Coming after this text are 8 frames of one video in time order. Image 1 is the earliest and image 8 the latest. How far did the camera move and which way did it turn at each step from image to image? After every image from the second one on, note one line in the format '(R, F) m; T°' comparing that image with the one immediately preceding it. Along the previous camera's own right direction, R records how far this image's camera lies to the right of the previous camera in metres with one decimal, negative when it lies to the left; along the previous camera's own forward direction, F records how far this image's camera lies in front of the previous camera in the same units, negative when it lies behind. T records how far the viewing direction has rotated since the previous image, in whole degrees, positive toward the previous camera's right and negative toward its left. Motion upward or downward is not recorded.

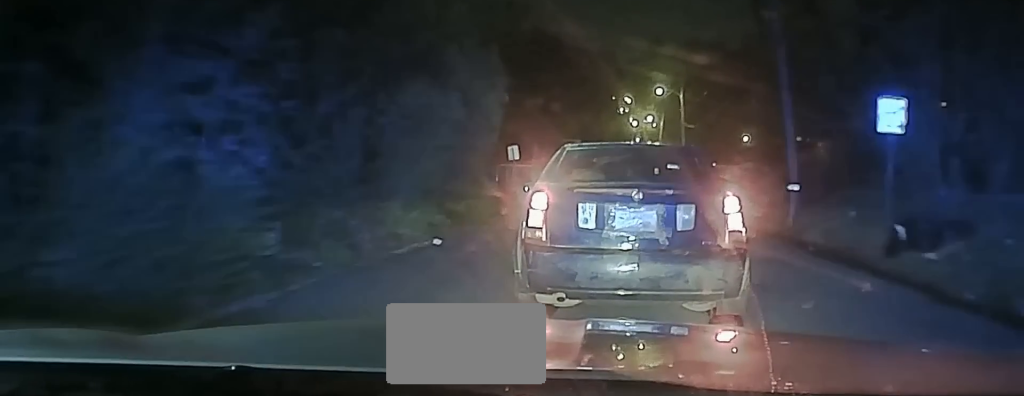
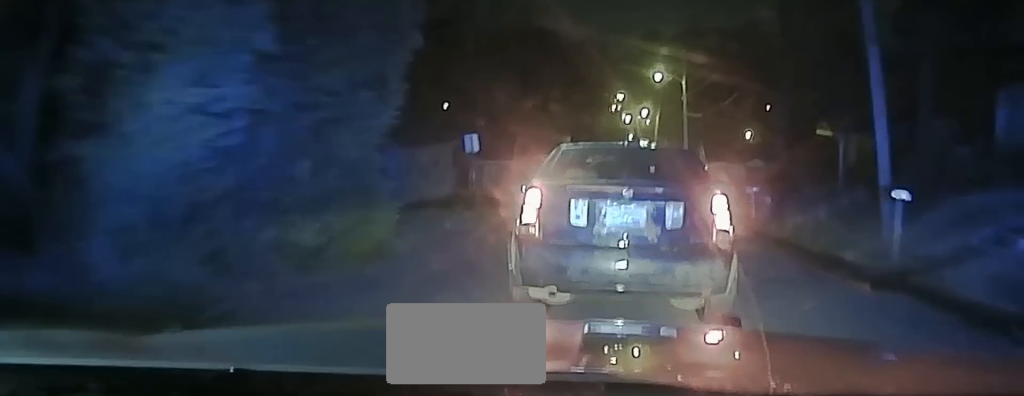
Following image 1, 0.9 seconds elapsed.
(0.0, +11.6) m; 0°
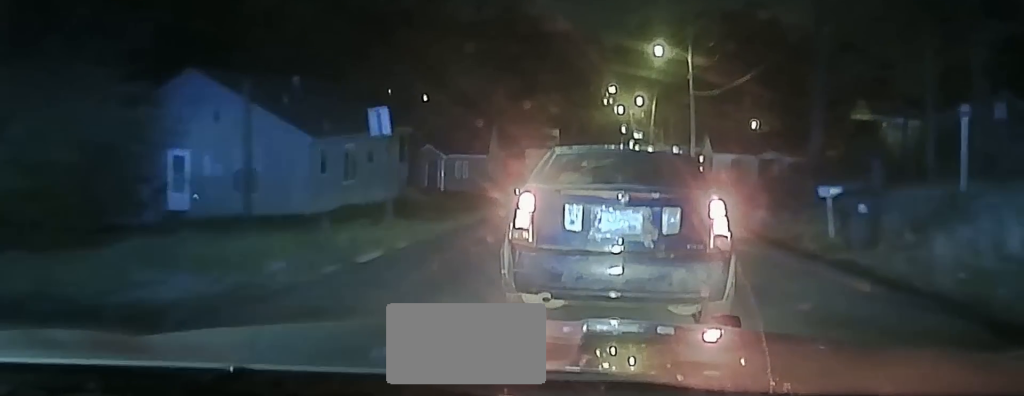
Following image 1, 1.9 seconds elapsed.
(0.0, +13.1) m; -1°
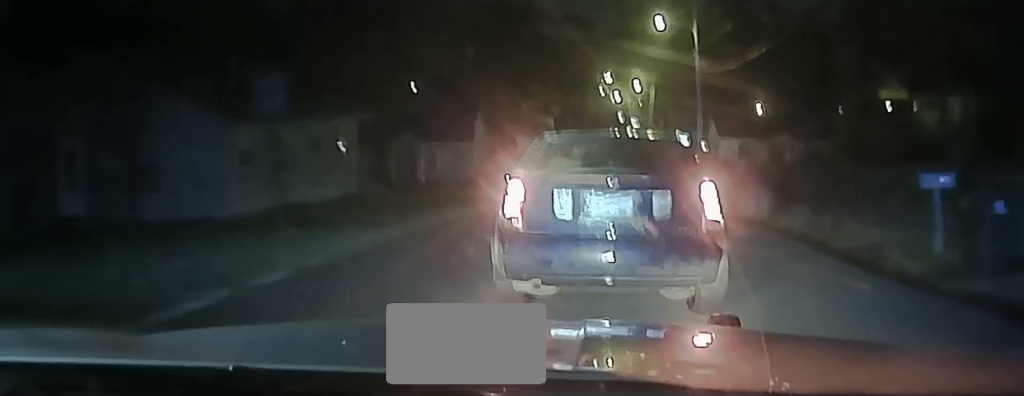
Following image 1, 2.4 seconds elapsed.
(0.0, +7.0) m; -1°
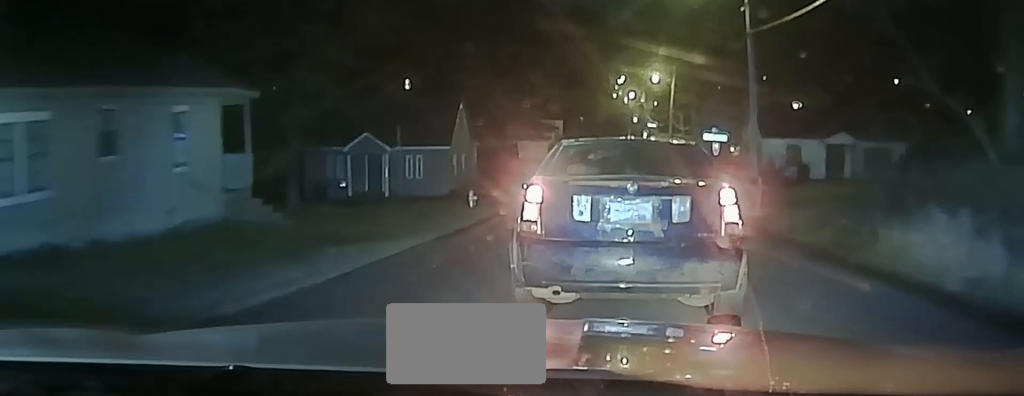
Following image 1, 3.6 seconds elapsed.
(-0.4, +14.2) m; -2°
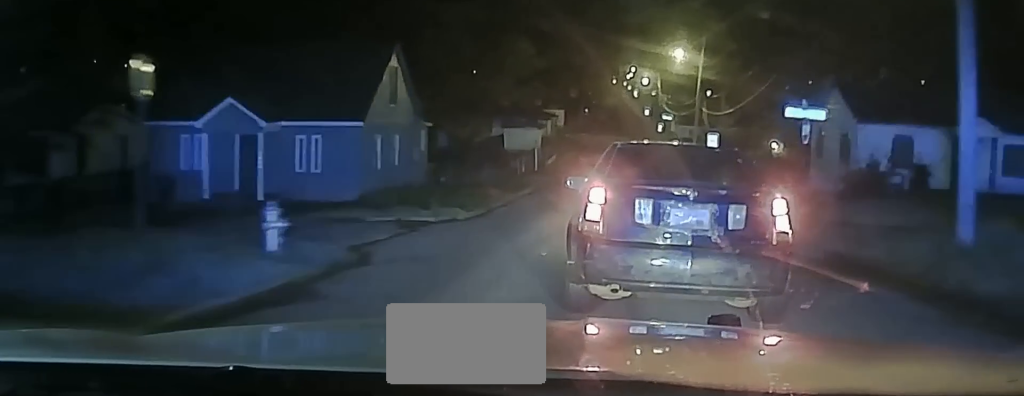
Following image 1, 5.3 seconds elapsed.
(+0.1, +16.8) m; +3°
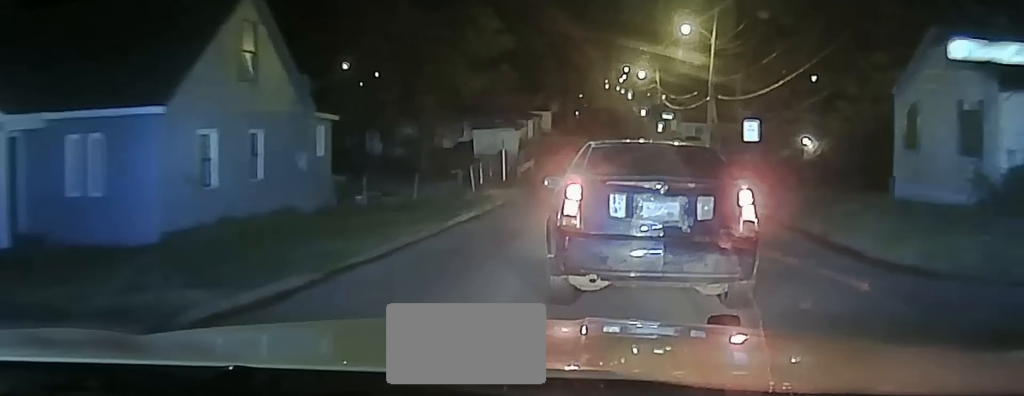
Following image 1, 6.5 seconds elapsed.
(+0.2, +11.9) m; 0°
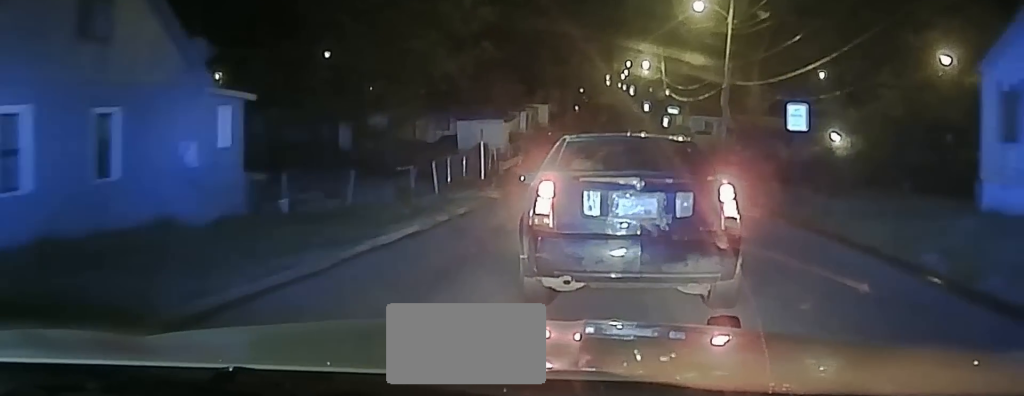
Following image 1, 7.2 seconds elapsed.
(0.0, +7.2) m; -2°
